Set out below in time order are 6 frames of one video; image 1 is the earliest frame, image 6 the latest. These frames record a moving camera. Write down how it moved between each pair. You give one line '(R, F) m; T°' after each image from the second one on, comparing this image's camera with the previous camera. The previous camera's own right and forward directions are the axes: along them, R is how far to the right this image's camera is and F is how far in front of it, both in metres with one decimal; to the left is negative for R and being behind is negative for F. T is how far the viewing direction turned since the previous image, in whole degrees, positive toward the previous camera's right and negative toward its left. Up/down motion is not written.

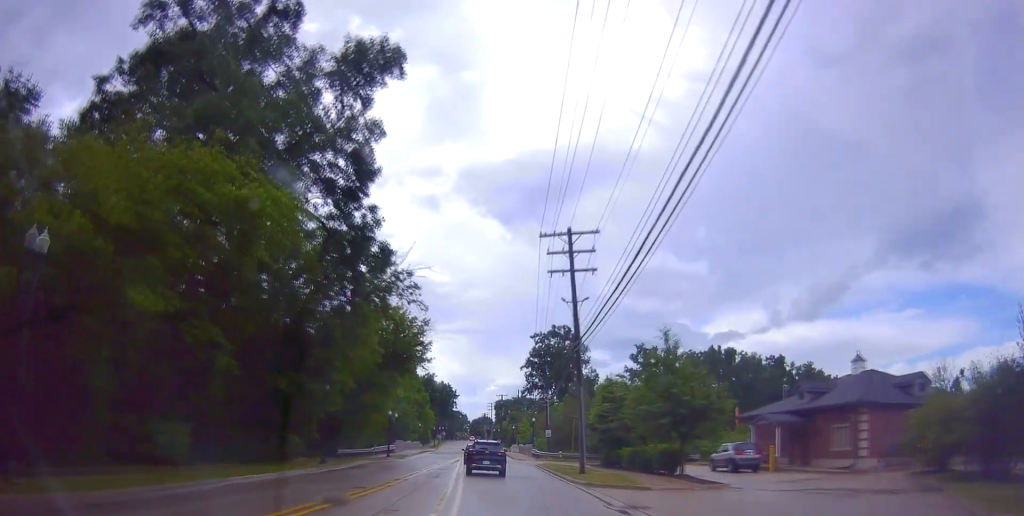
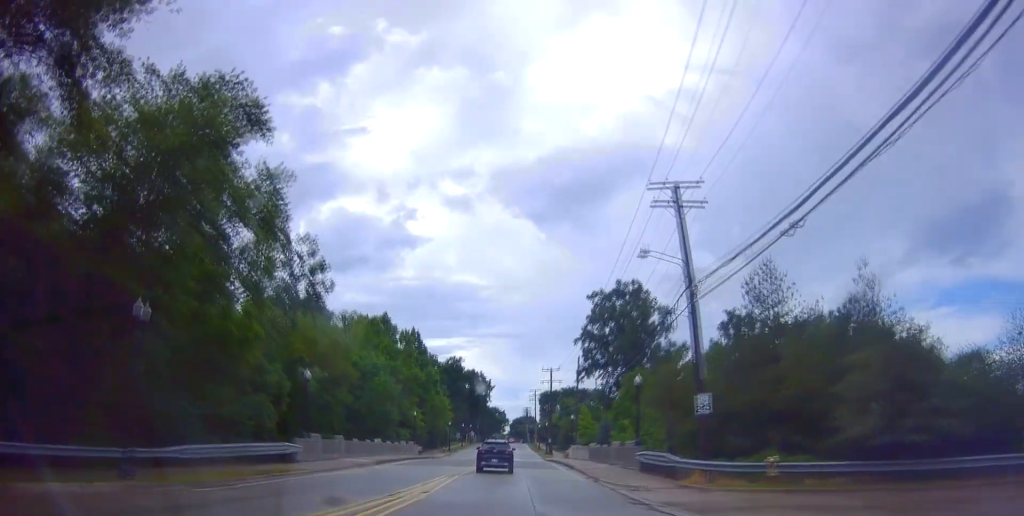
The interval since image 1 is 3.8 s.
(+2.1, +44.8) m; -2°
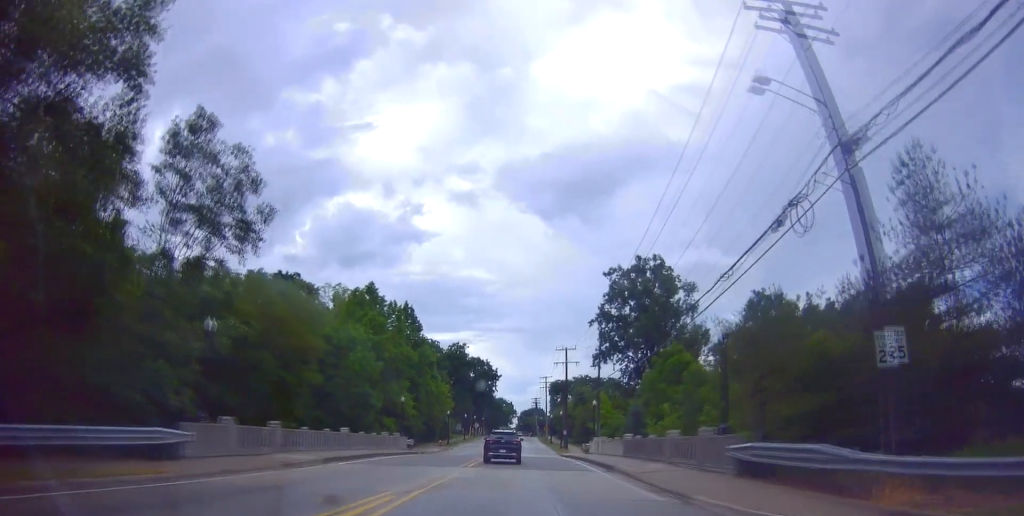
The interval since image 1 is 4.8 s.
(-0.2, +11.7) m; -3°
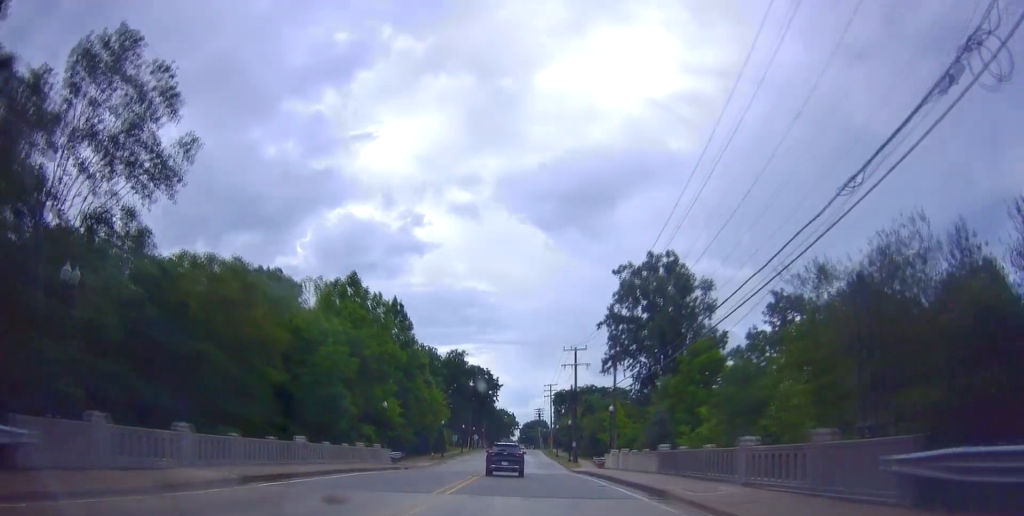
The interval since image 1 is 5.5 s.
(-0.3, +8.3) m; -2°
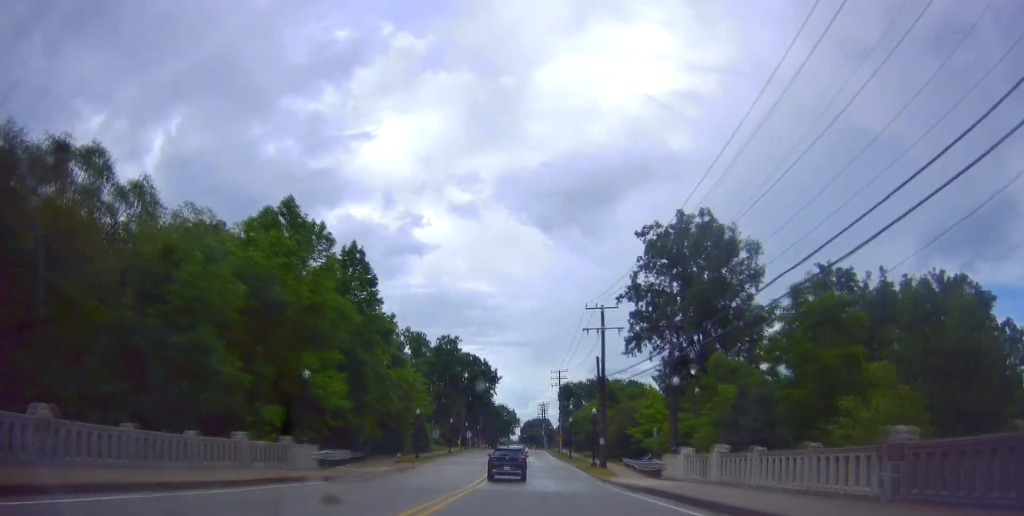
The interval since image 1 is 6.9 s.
(-0.1, +18.7) m; +1°
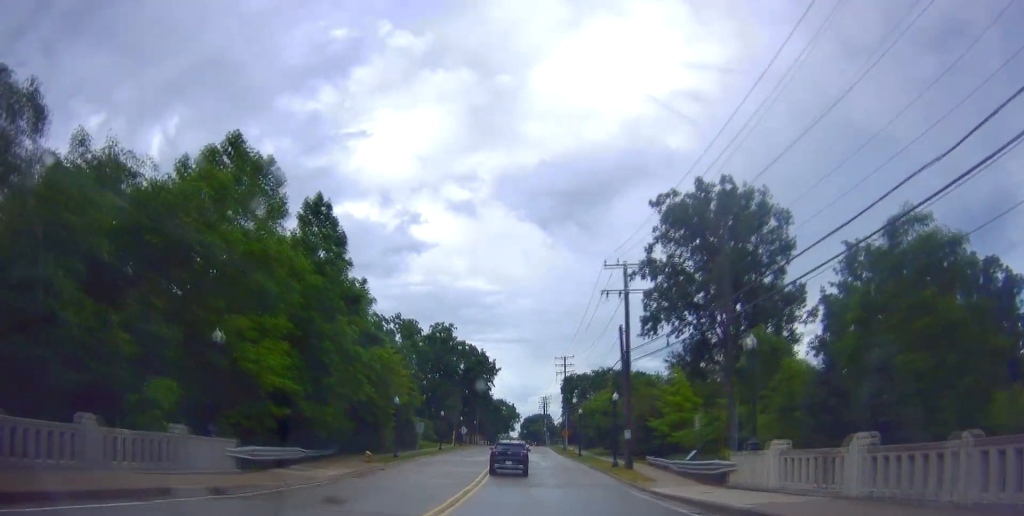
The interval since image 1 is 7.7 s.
(+0.2, +9.7) m; +1°
